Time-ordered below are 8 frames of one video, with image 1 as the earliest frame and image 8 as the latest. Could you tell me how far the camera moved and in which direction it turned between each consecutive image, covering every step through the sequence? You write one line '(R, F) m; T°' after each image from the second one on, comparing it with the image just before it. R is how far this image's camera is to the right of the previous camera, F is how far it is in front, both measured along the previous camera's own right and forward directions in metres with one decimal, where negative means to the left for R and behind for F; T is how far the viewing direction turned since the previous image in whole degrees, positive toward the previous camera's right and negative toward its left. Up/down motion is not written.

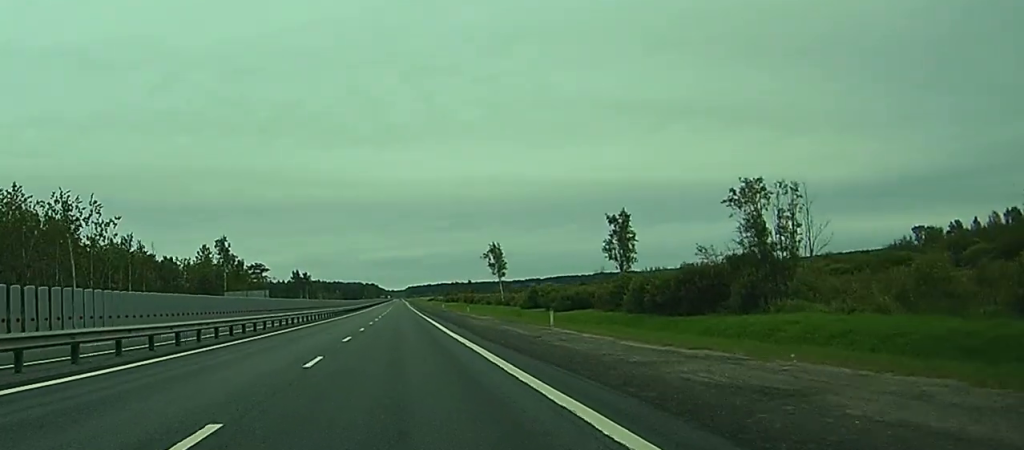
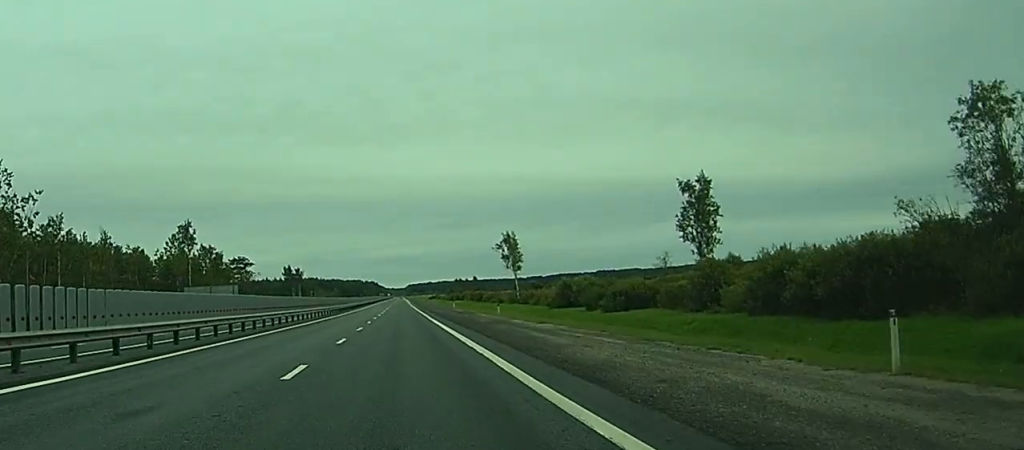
(-0.1, +27.2) m; 0°
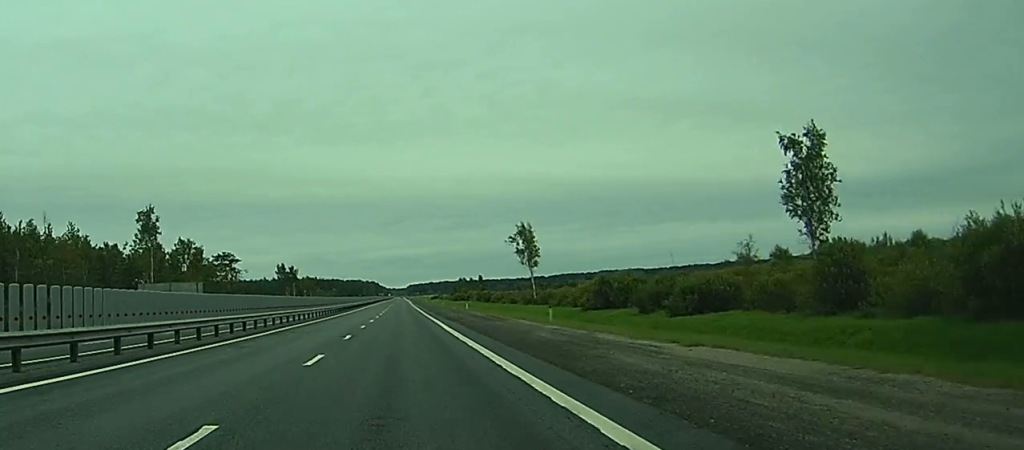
(-0.1, +21.1) m; 0°
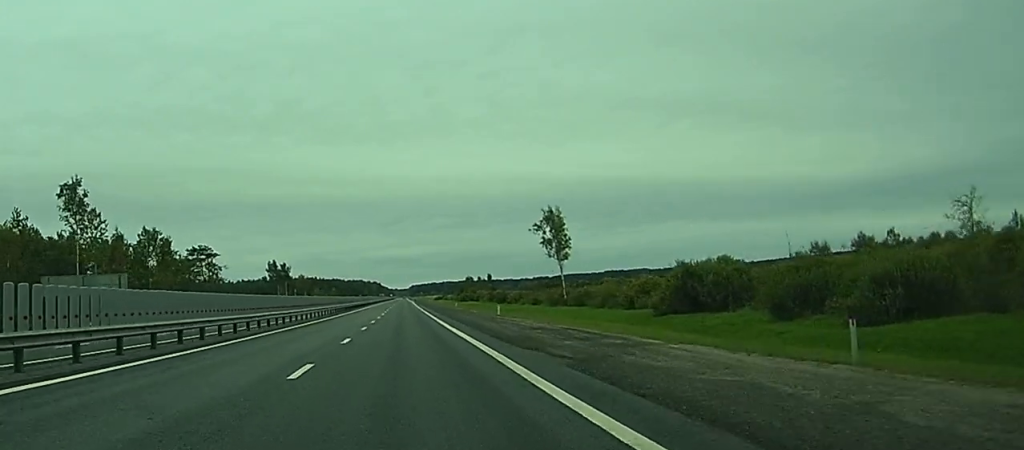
(0.0, +27.2) m; 0°
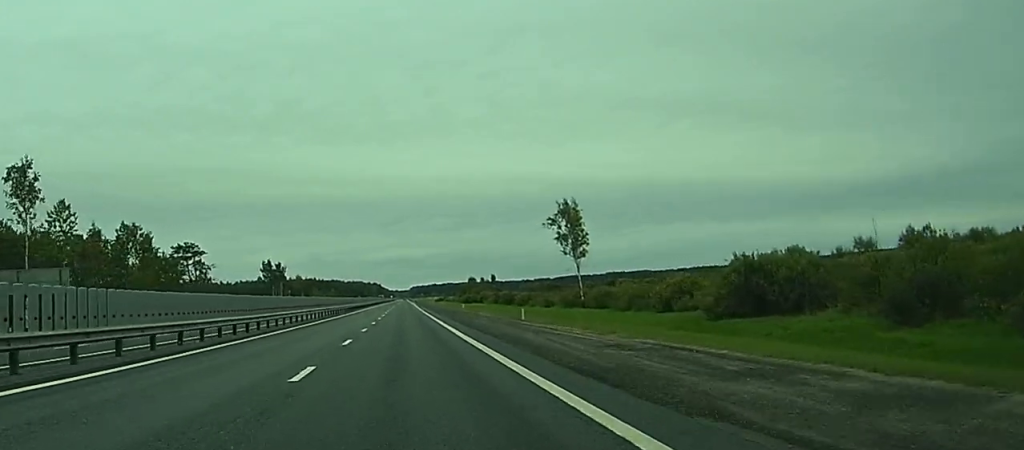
(0.0, +12.3) m; 0°
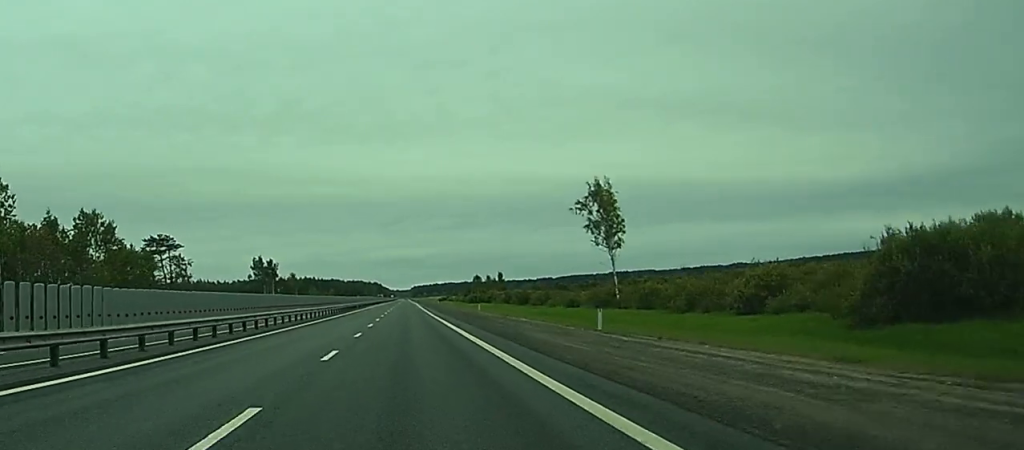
(0.0, +19.2) m; 0°
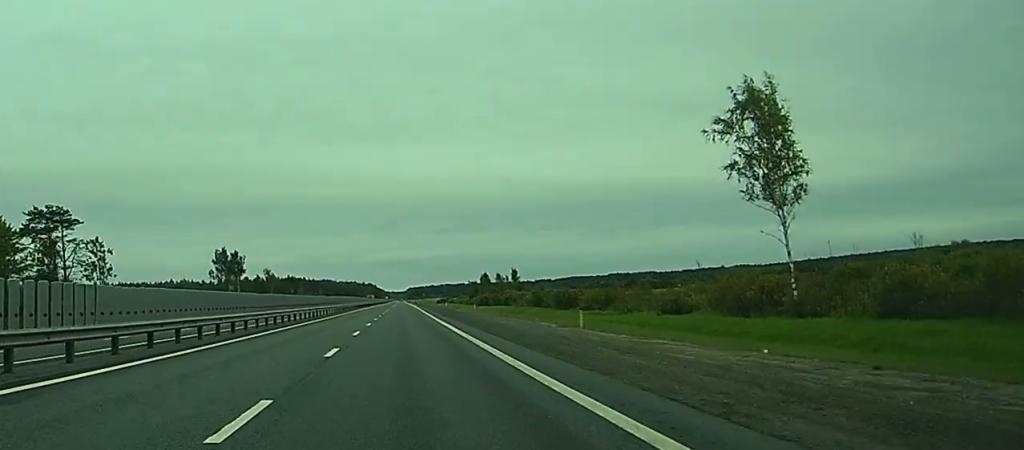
(-0.1, +46.6) m; 0°
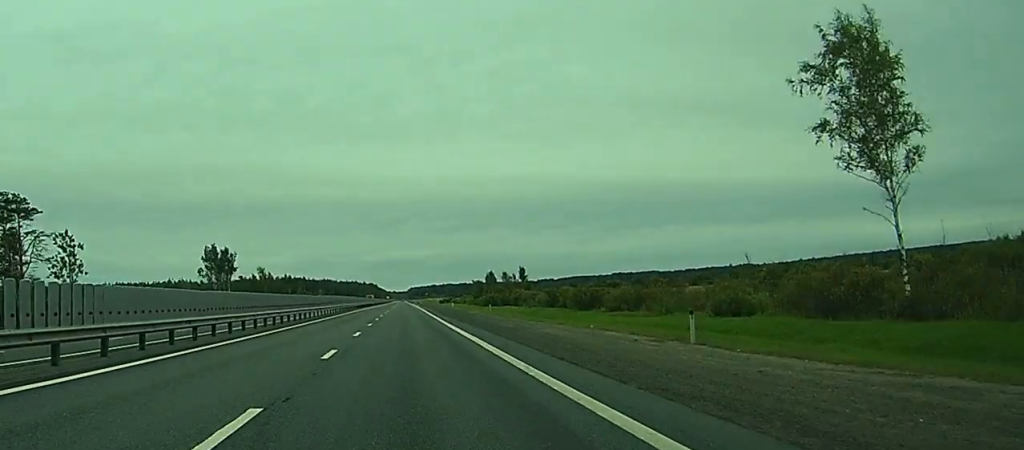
(0.0, +12.9) m; 0°
